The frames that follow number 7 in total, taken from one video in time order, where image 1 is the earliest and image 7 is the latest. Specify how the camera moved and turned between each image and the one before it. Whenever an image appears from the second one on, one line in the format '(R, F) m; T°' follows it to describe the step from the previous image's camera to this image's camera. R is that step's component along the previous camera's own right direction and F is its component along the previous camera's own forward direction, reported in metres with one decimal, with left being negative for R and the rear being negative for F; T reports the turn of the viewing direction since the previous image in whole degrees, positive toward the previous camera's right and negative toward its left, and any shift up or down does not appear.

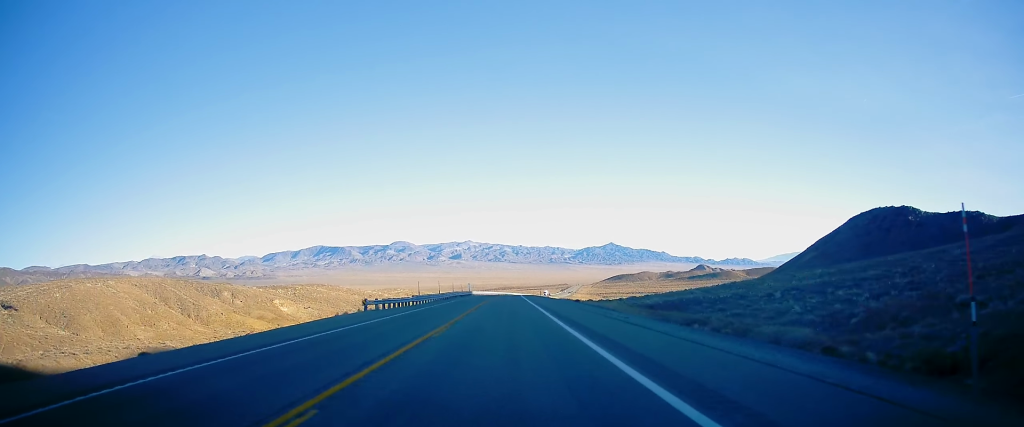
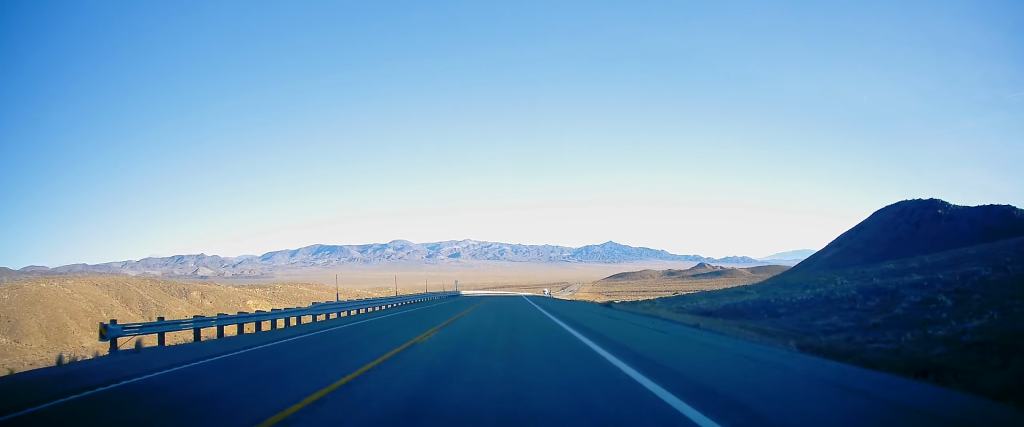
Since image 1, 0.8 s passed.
(-0.1, +26.4) m; 0°
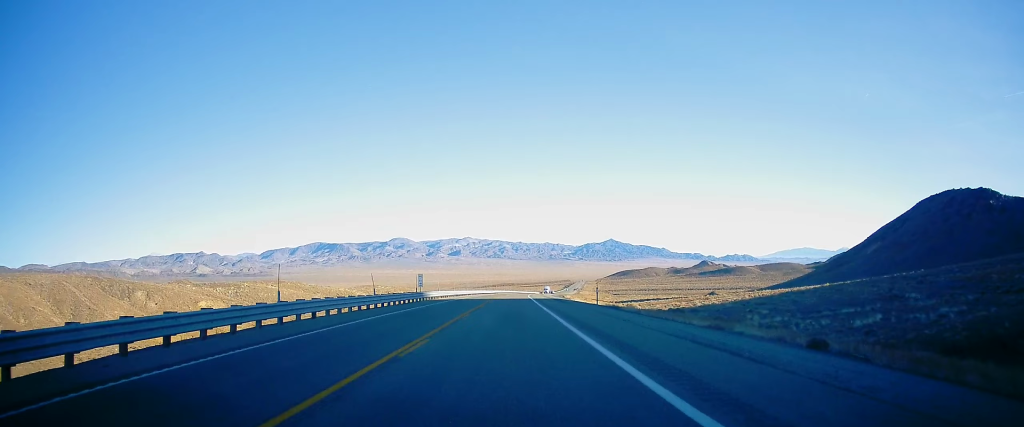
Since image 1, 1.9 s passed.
(-0.1, +38.7) m; 0°
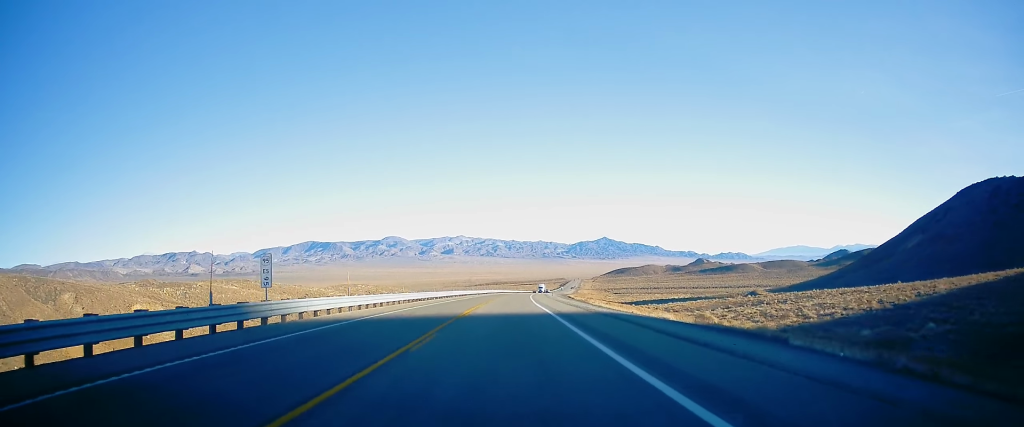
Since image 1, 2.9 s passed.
(+0.2, +35.1) m; +1°
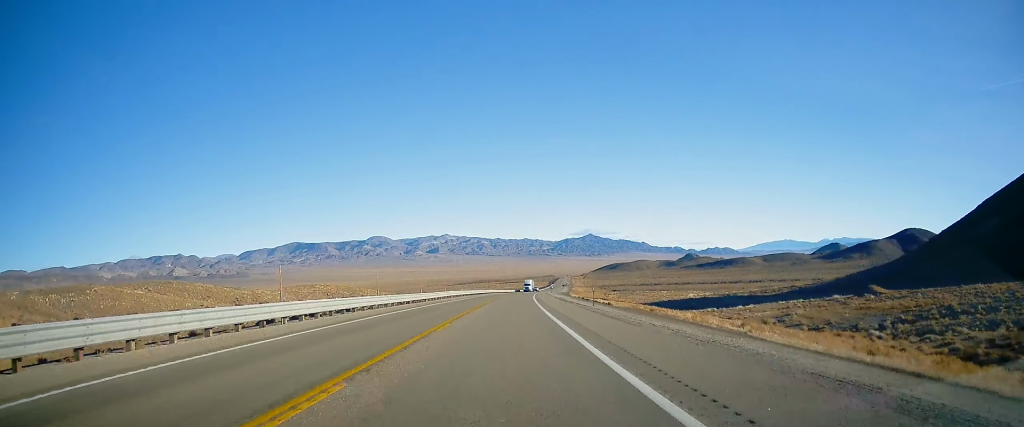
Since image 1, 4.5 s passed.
(+0.9, +54.8) m; +2°
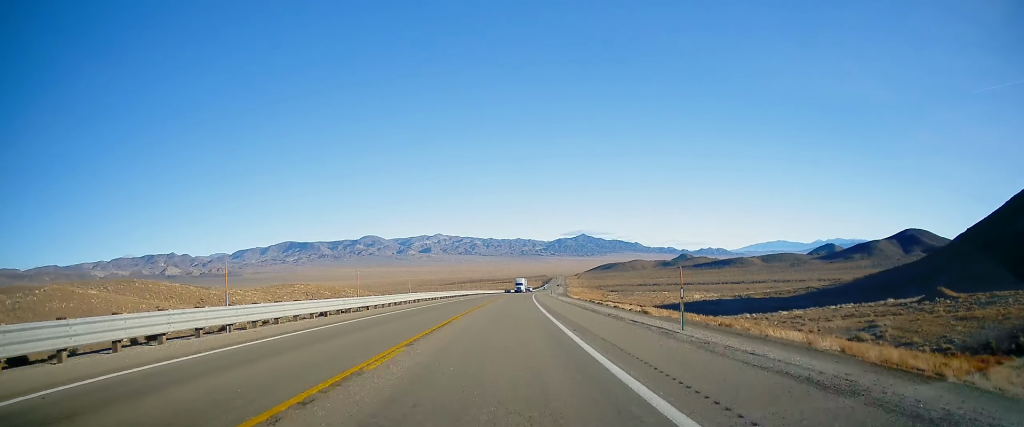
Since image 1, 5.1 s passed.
(+0.1, +19.5) m; 0°
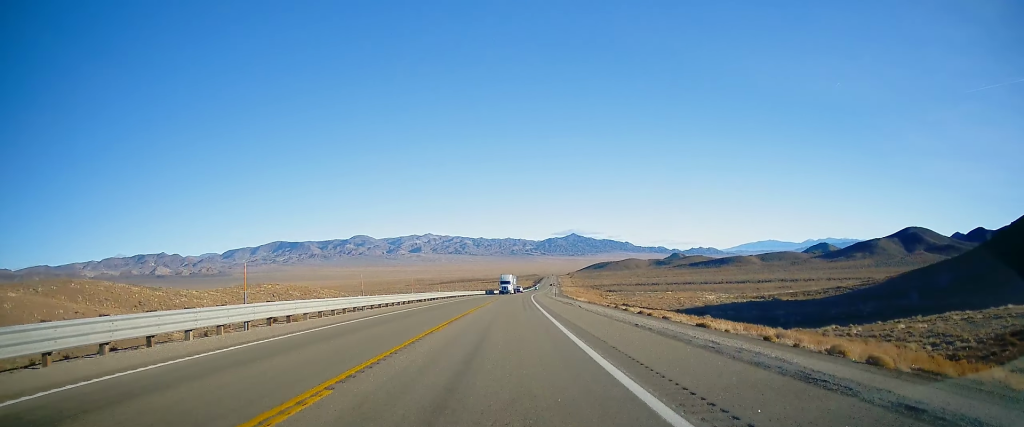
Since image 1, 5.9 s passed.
(0.0, +28.8) m; +1°
